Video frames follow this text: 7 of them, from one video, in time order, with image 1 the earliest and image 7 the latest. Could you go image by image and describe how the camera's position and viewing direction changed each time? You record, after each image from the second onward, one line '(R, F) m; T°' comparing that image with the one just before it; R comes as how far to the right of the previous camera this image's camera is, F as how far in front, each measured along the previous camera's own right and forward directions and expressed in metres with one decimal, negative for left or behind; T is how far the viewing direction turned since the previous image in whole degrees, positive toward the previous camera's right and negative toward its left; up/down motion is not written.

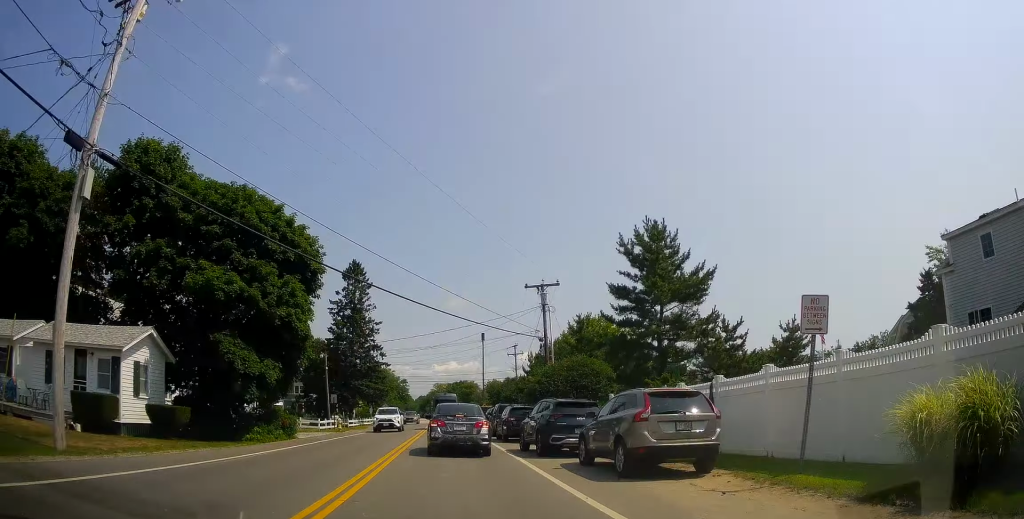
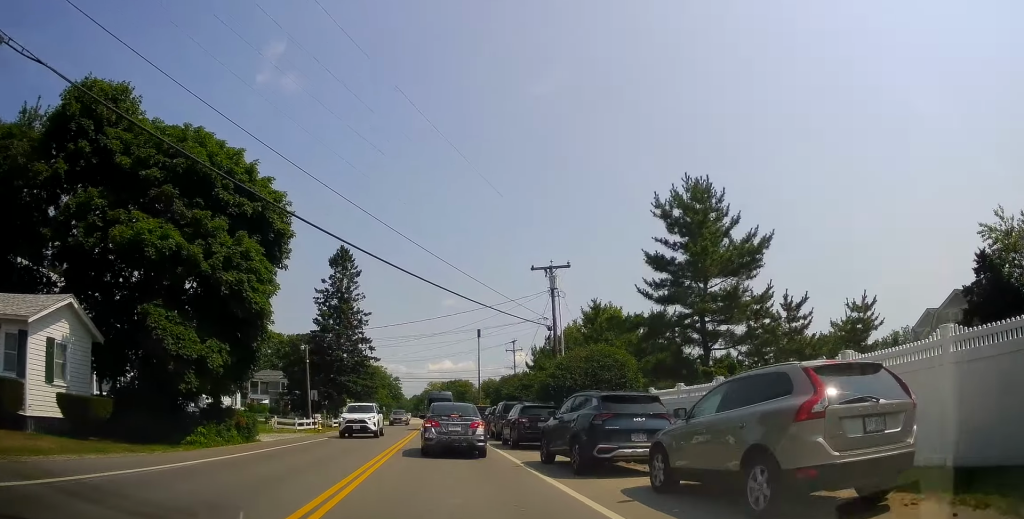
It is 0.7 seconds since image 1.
(+0.1, +5.1) m; 0°
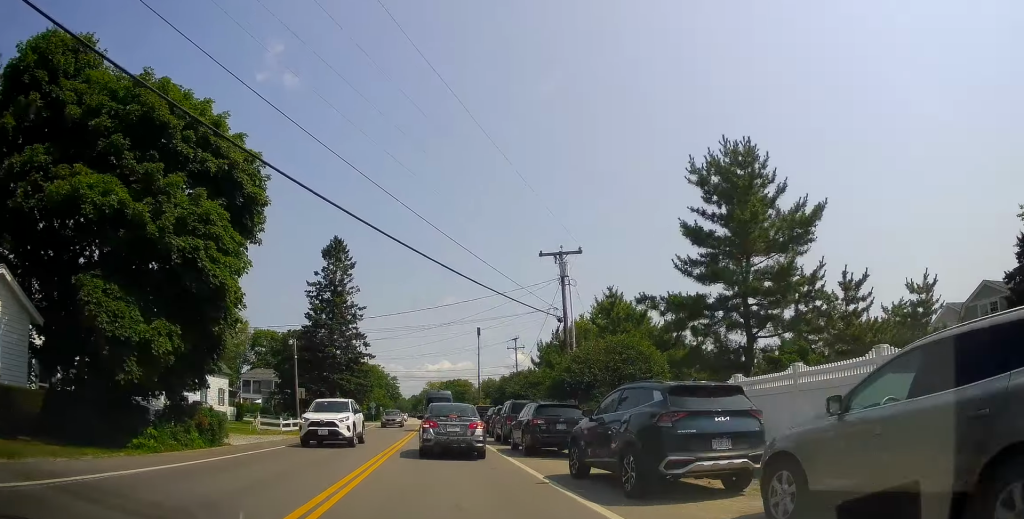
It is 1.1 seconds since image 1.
(-0.1, +3.2) m; -1°
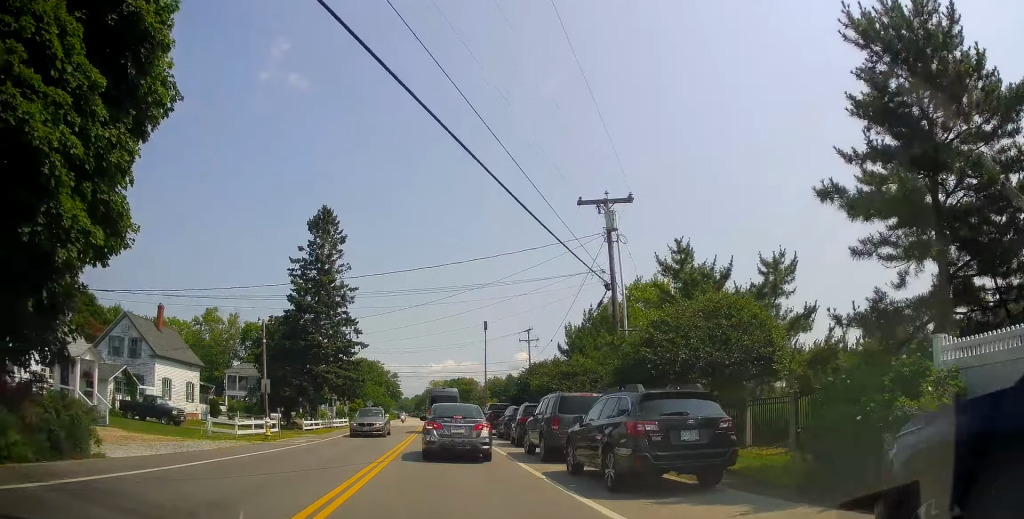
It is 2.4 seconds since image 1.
(-0.3, +8.1) m; 0°
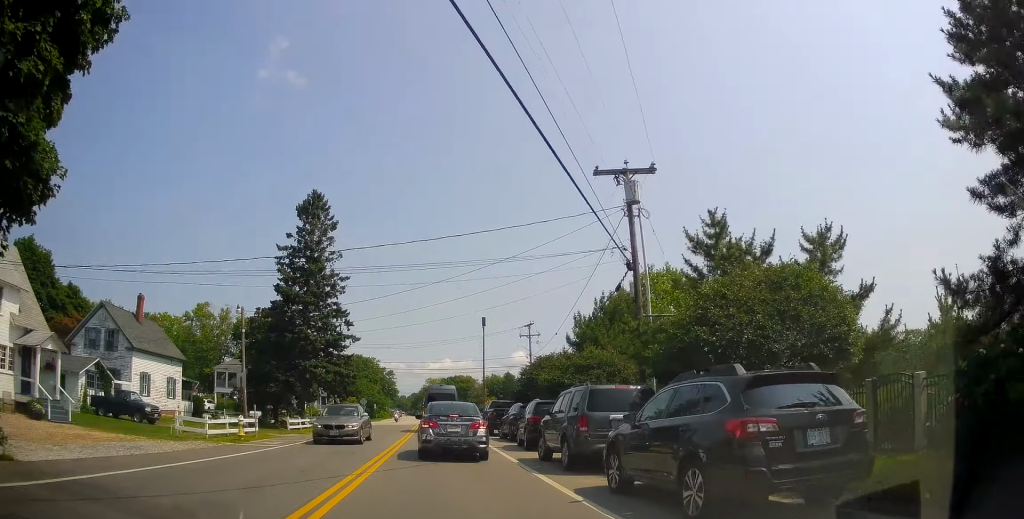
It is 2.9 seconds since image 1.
(+0.1, +3.1) m; +1°
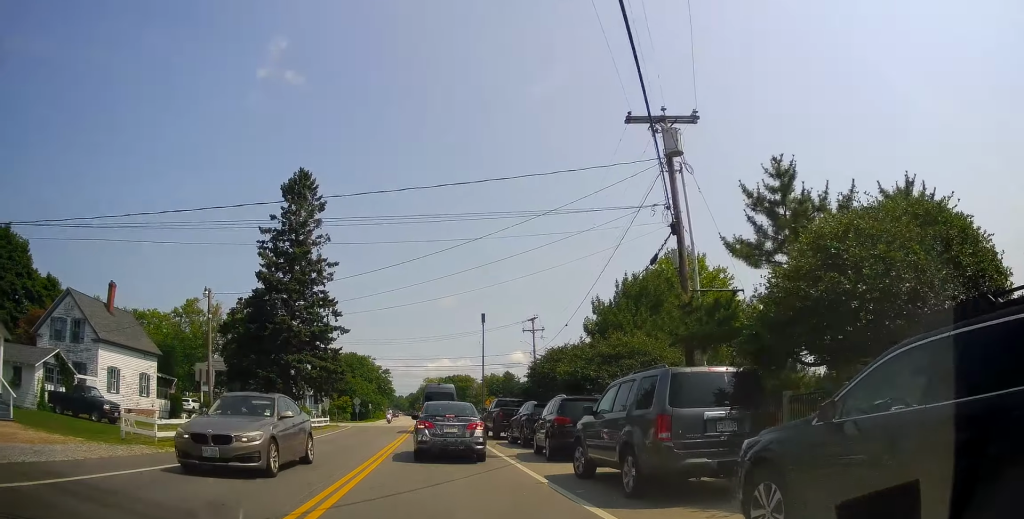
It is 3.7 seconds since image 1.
(+0.2, +4.3) m; +1°
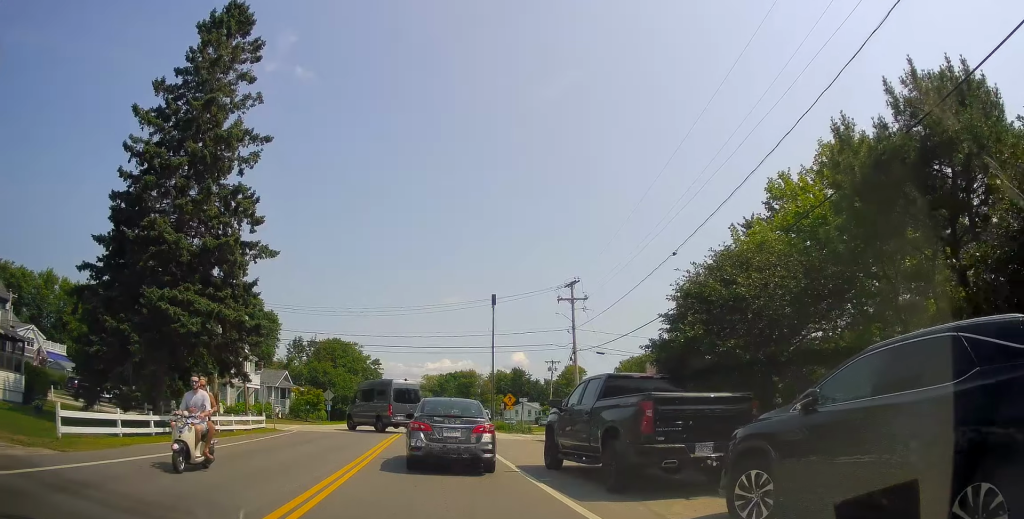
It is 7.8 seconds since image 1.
(0.0, +18.2) m; +5°
